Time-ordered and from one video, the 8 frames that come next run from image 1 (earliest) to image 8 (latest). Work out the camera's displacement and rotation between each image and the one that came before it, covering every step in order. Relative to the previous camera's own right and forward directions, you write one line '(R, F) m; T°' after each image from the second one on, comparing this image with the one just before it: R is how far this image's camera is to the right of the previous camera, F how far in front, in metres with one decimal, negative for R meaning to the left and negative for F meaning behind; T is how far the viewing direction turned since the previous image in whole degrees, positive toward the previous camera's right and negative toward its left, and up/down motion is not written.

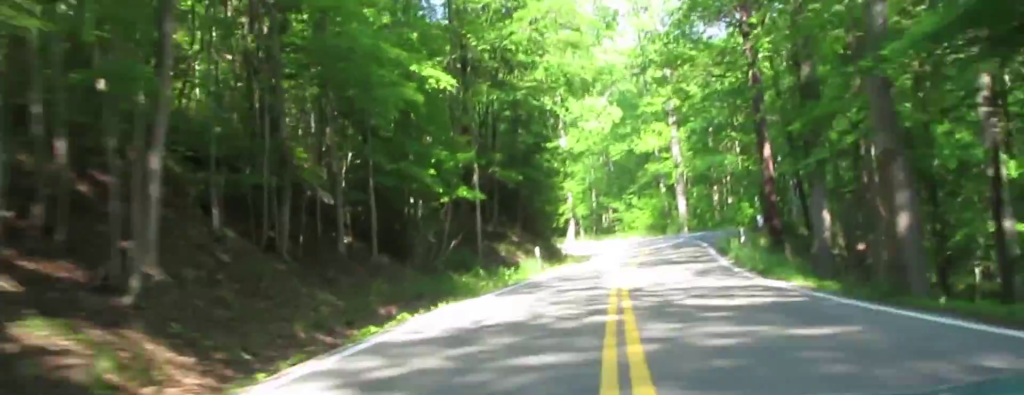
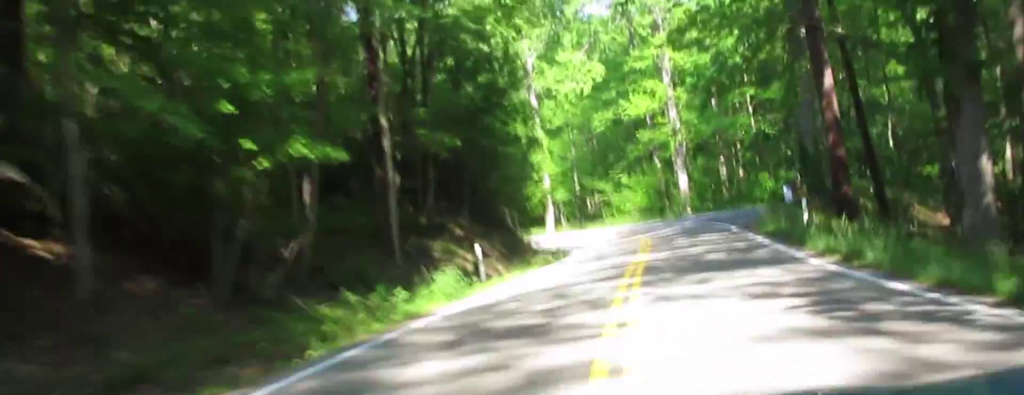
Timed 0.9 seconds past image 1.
(-0.3, +18.6) m; -4°
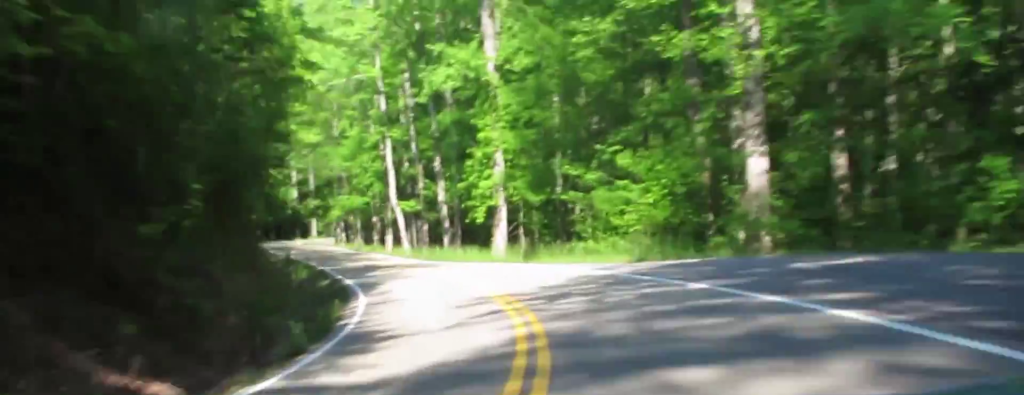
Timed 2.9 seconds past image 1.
(-6.2, +43.9) m; -15°
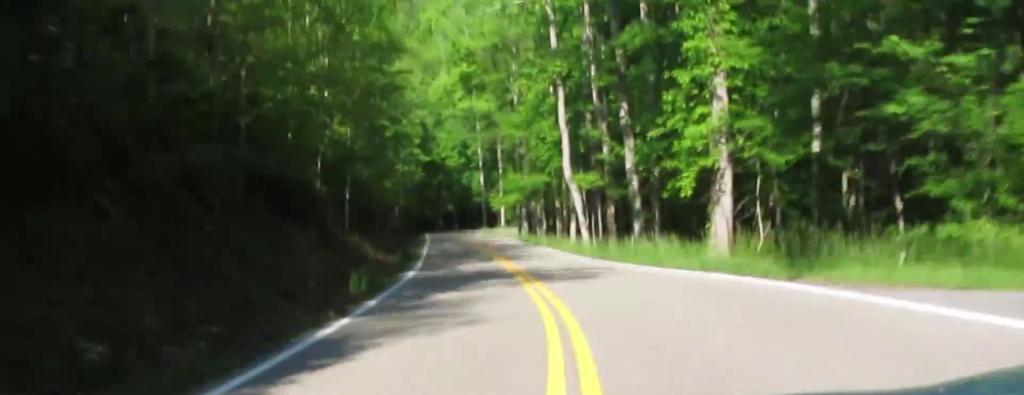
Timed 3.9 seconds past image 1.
(-1.0, +23.7) m; -4°
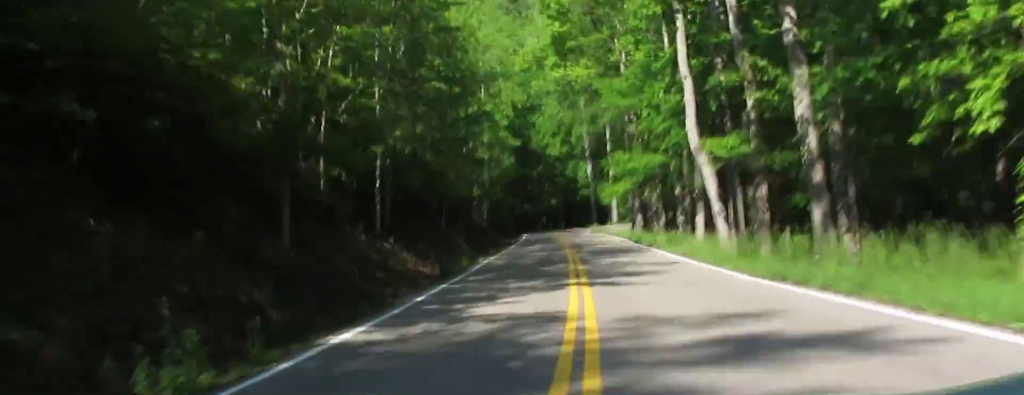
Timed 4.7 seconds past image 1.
(0.0, +17.5) m; -3°
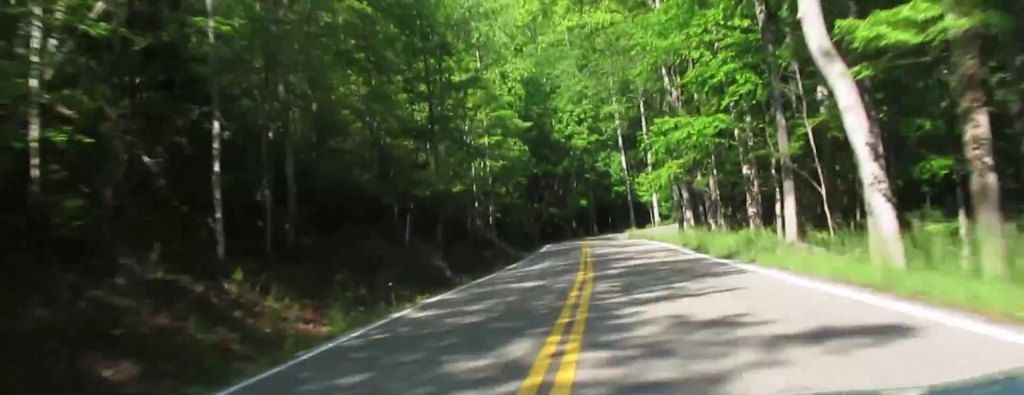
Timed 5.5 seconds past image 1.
(-1.4, +18.8) m; -2°
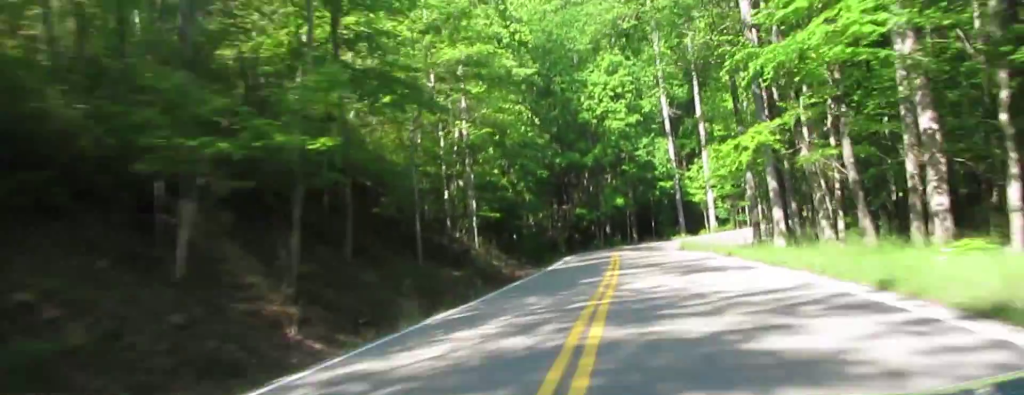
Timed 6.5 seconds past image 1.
(+0.8, +22.2) m; +3°
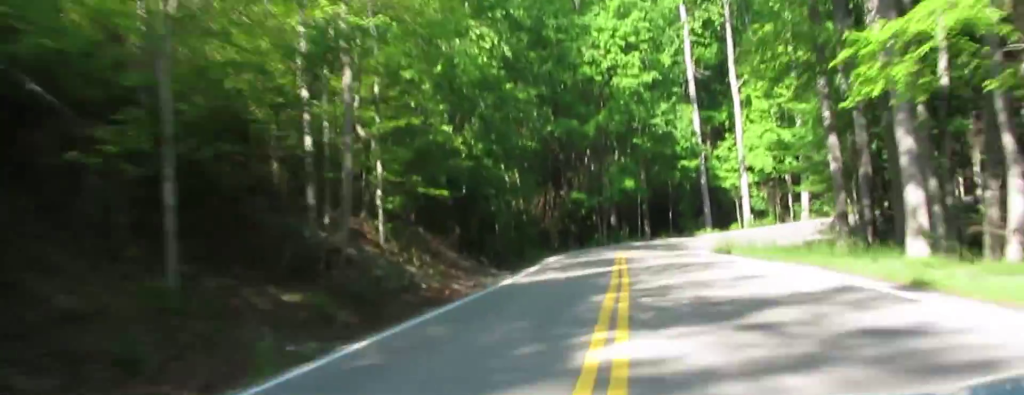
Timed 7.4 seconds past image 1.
(+0.2, +17.0) m; +3°
